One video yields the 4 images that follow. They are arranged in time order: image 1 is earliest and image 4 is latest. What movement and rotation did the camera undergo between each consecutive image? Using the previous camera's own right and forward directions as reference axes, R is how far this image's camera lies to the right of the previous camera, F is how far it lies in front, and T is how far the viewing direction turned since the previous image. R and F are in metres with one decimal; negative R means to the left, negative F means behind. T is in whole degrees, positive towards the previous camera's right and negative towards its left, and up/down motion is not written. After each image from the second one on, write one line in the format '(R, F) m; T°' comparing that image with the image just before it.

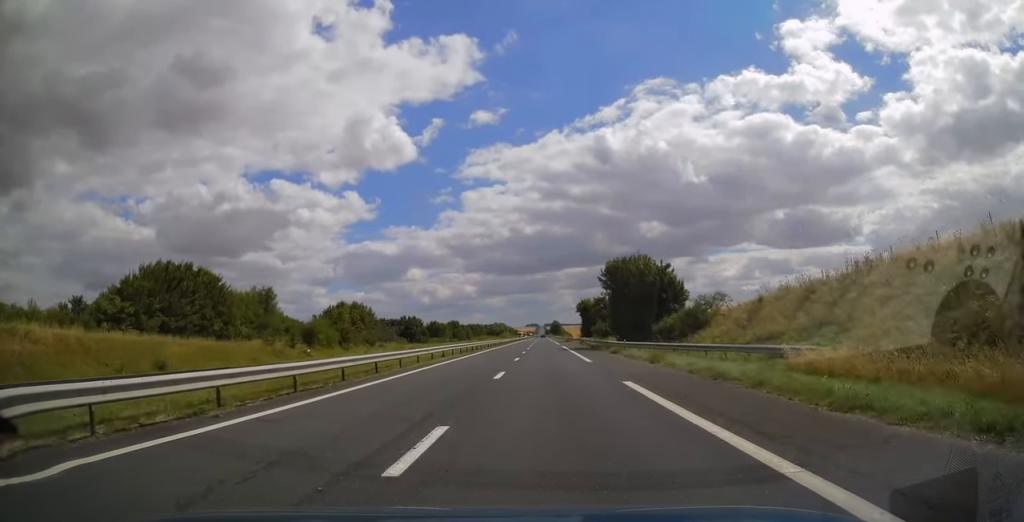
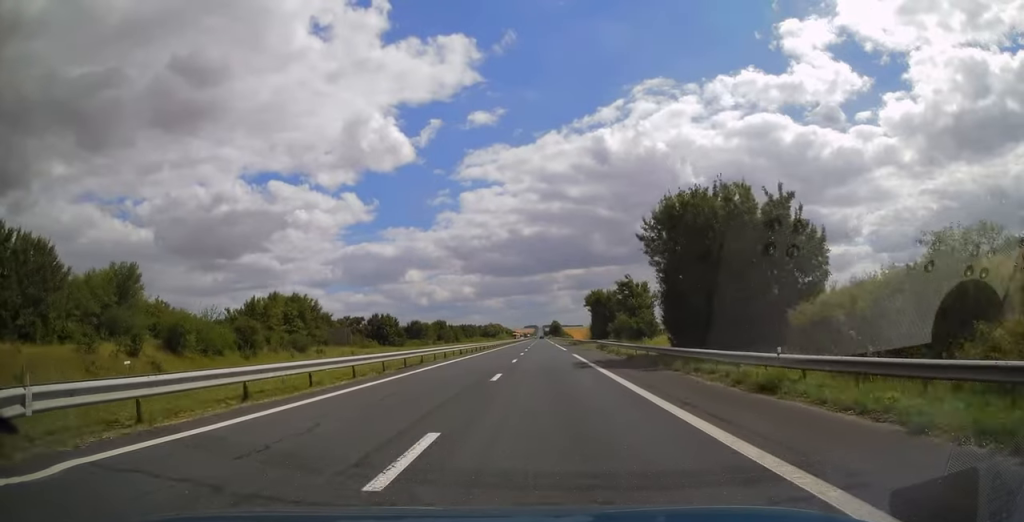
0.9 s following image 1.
(+0.1, +26.7) m; 0°
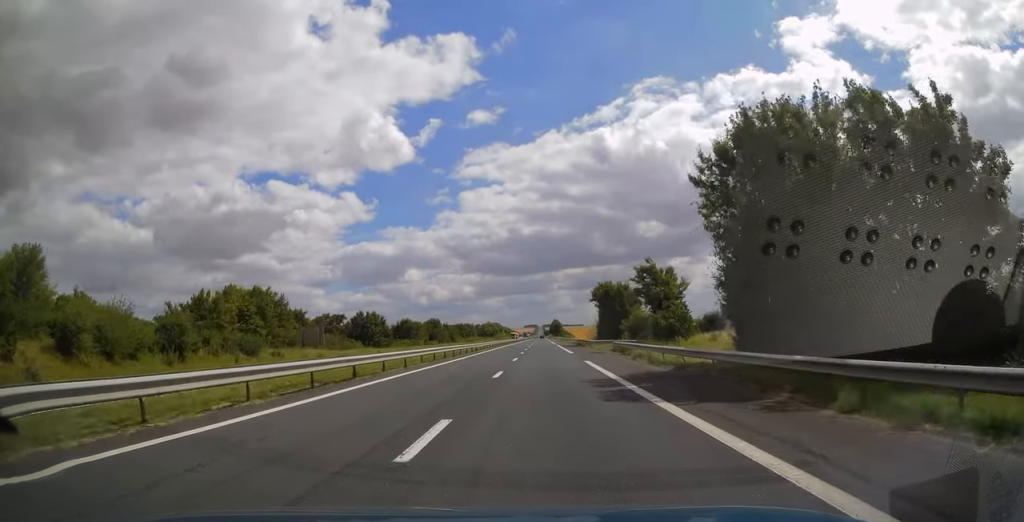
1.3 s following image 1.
(0.0, +11.9) m; 0°
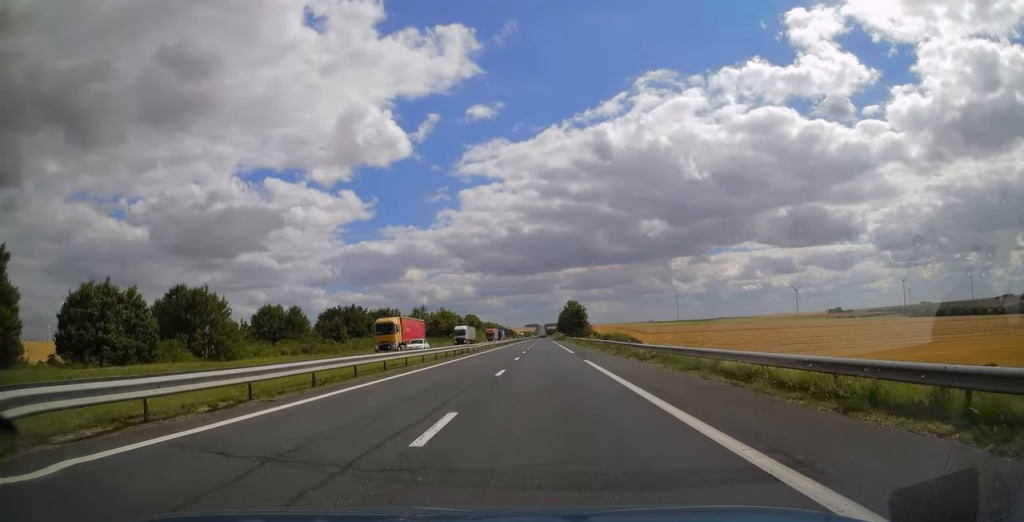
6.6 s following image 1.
(-0.1, +155.9) m; 0°
